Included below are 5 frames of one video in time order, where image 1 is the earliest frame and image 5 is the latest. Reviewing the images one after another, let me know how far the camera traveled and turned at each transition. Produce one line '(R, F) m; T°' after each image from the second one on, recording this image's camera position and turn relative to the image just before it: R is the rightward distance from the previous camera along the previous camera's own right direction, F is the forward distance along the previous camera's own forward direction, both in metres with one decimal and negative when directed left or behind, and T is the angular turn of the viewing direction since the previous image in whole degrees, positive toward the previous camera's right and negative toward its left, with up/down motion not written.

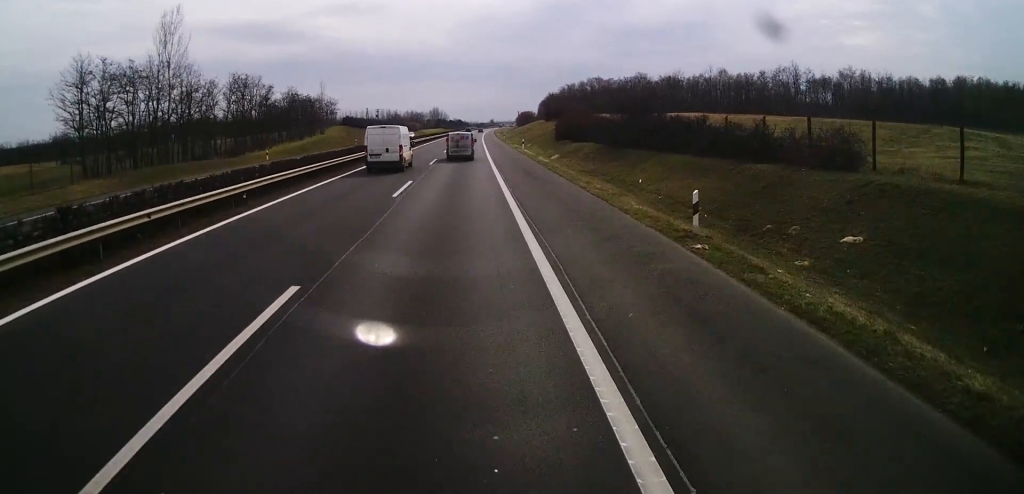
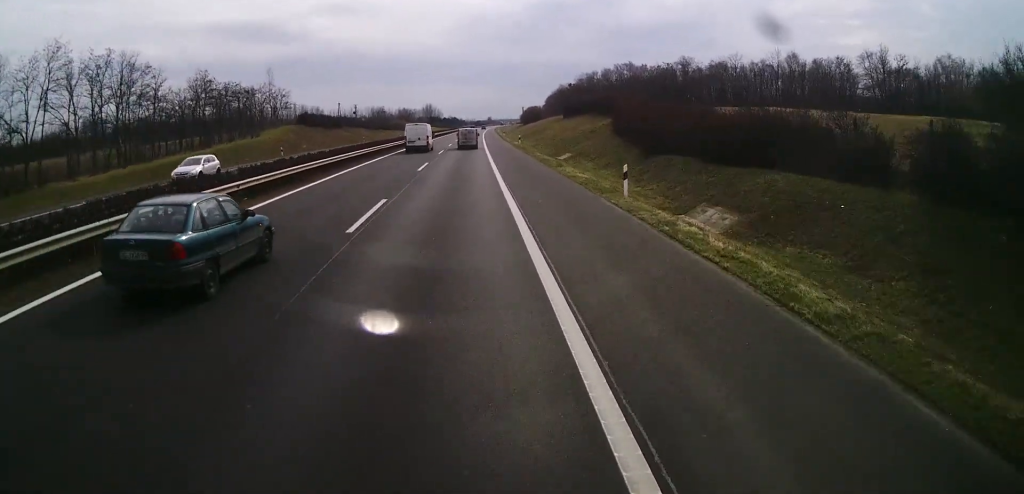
(0.0, +44.2) m; 0°
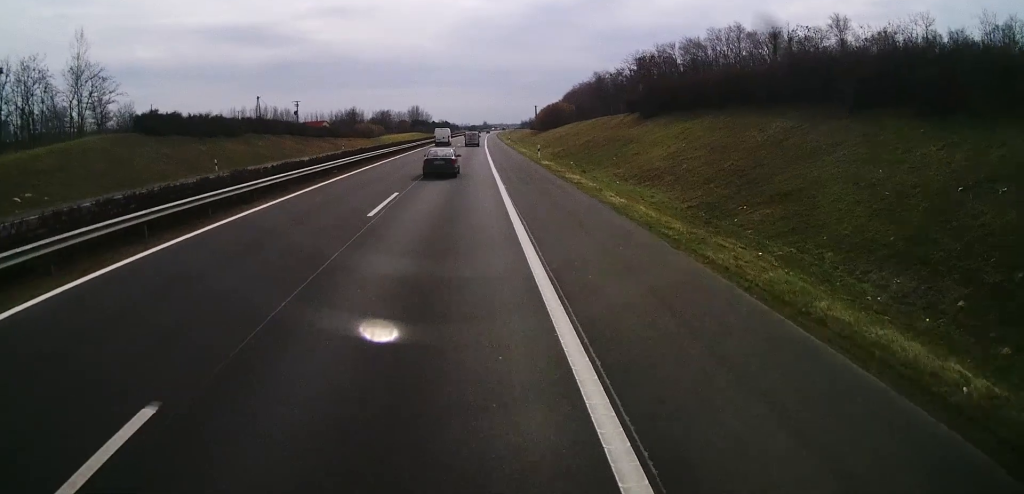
(+0.7, +69.7) m; +1°
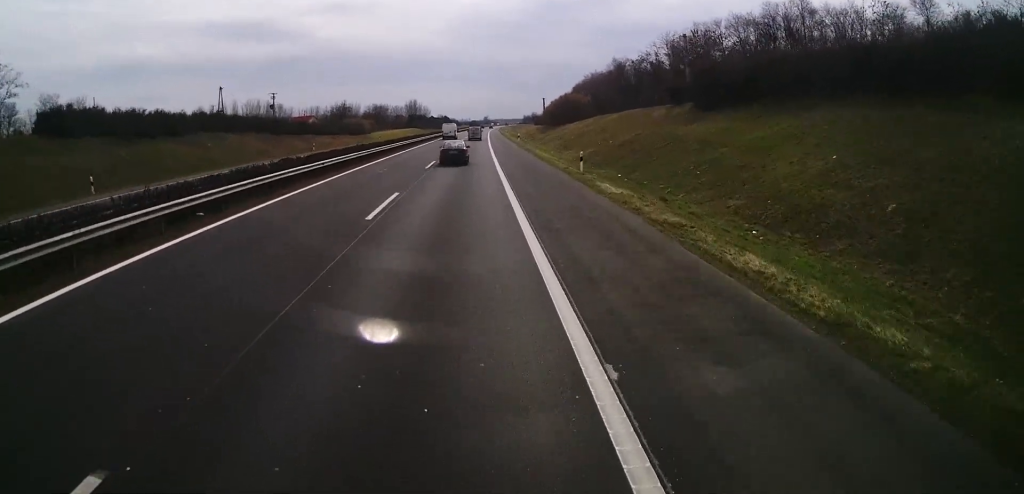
(+0.1, +19.3) m; +1°
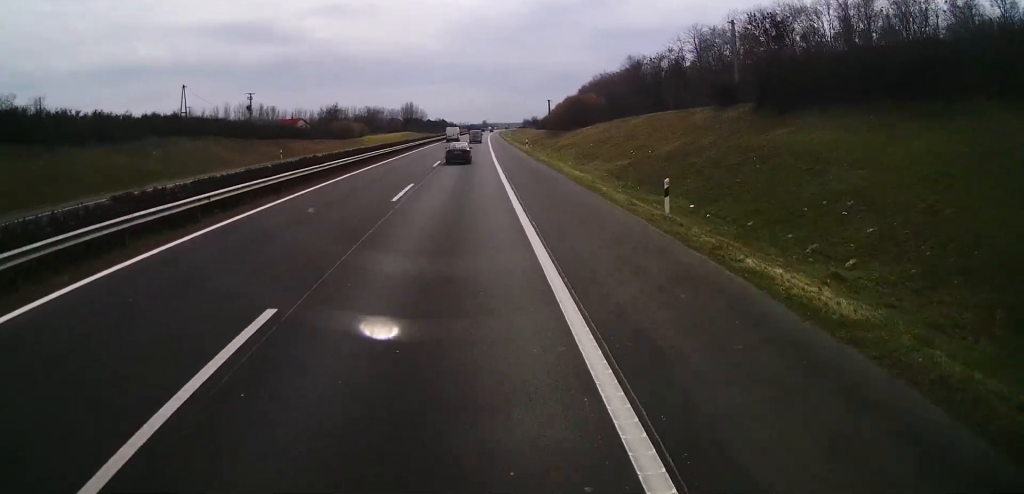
(+0.2, +13.9) m; +1°
